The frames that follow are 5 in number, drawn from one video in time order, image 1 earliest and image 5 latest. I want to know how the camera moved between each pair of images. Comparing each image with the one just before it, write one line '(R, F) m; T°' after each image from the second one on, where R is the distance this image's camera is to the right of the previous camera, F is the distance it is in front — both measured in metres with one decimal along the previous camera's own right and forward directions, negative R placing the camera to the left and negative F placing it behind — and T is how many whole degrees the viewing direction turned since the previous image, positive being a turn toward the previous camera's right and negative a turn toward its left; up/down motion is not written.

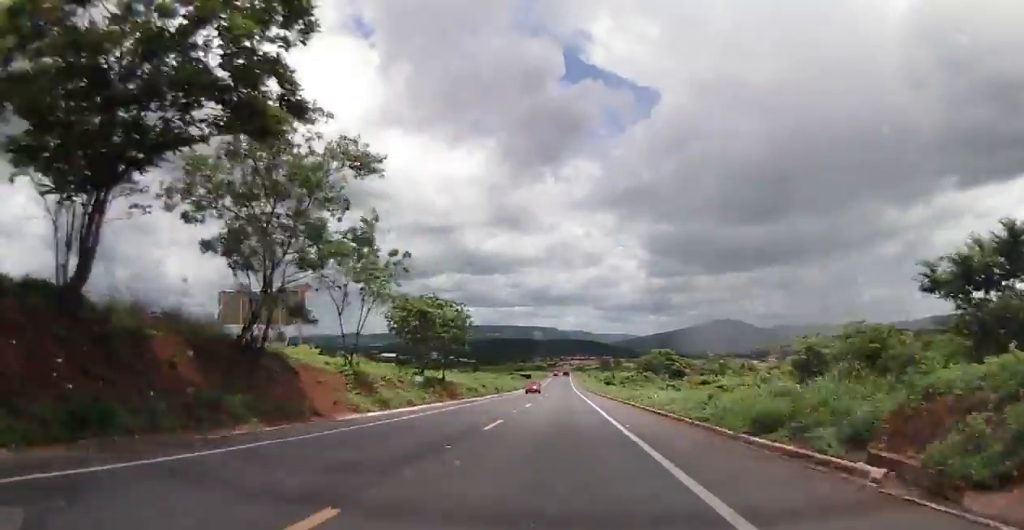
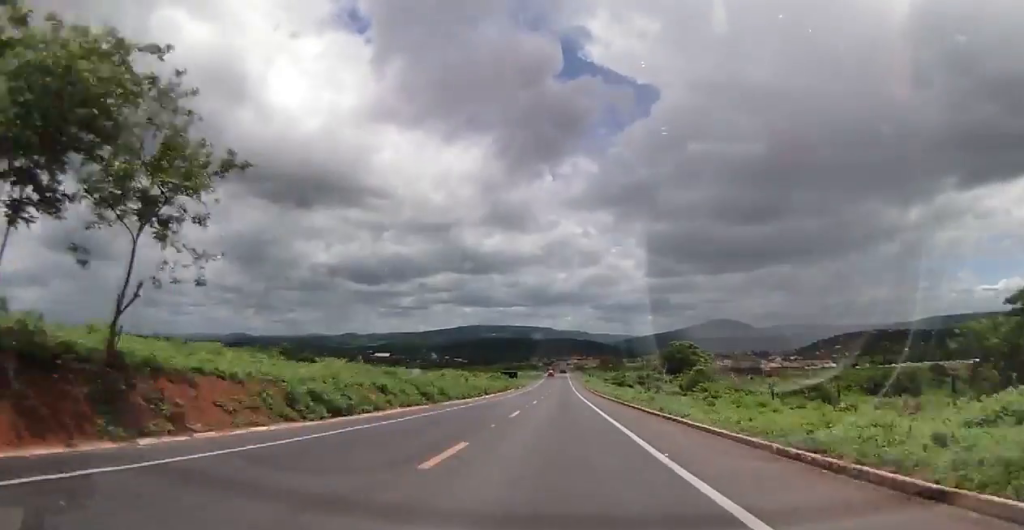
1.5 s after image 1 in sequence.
(-0.6, +41.7) m; 0°
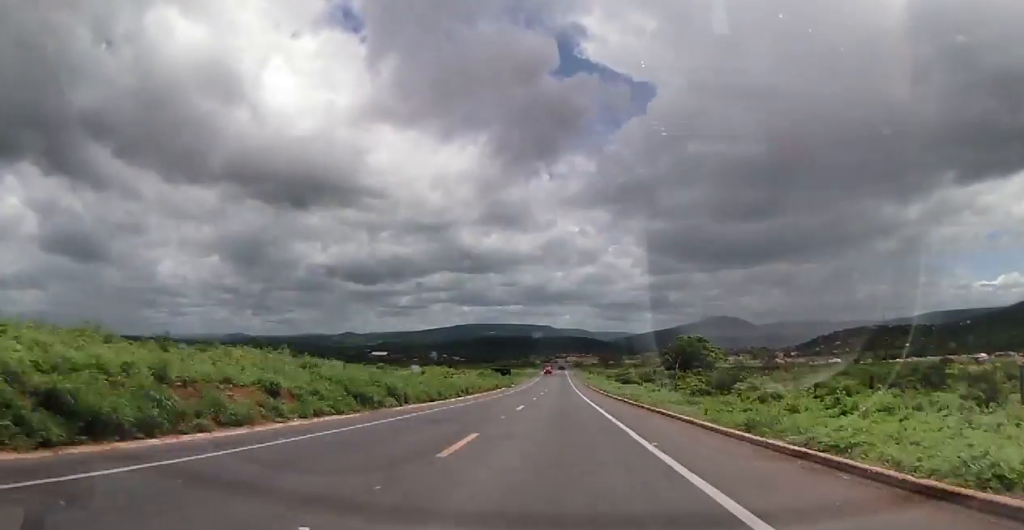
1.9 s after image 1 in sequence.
(0.0, +13.5) m; 0°
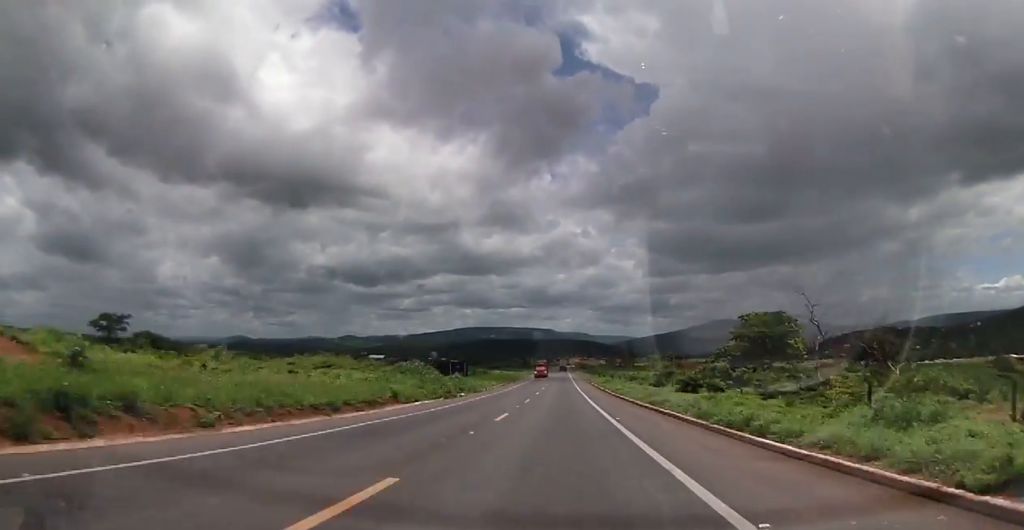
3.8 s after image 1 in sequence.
(+0.5, +54.8) m; 0°
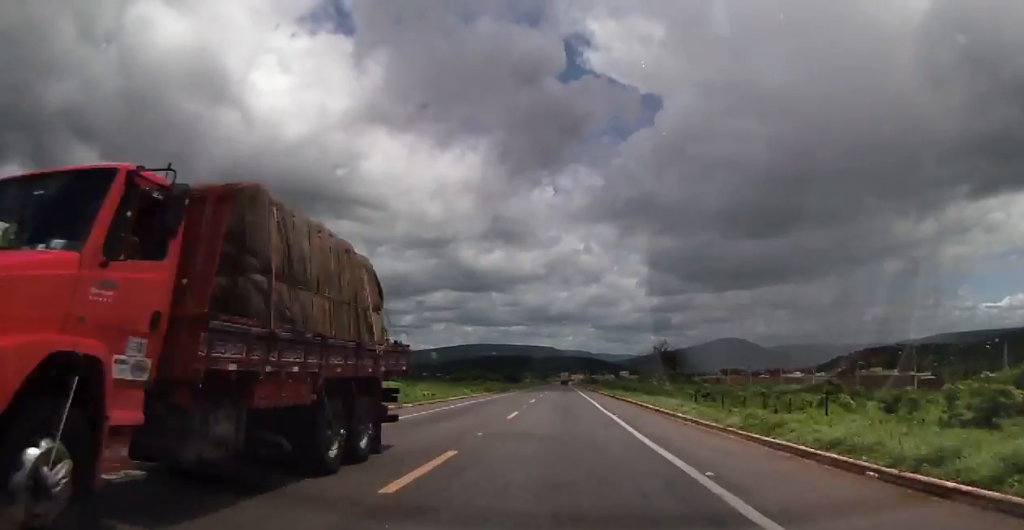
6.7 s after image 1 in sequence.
(+0.7, +93.4) m; 0°
